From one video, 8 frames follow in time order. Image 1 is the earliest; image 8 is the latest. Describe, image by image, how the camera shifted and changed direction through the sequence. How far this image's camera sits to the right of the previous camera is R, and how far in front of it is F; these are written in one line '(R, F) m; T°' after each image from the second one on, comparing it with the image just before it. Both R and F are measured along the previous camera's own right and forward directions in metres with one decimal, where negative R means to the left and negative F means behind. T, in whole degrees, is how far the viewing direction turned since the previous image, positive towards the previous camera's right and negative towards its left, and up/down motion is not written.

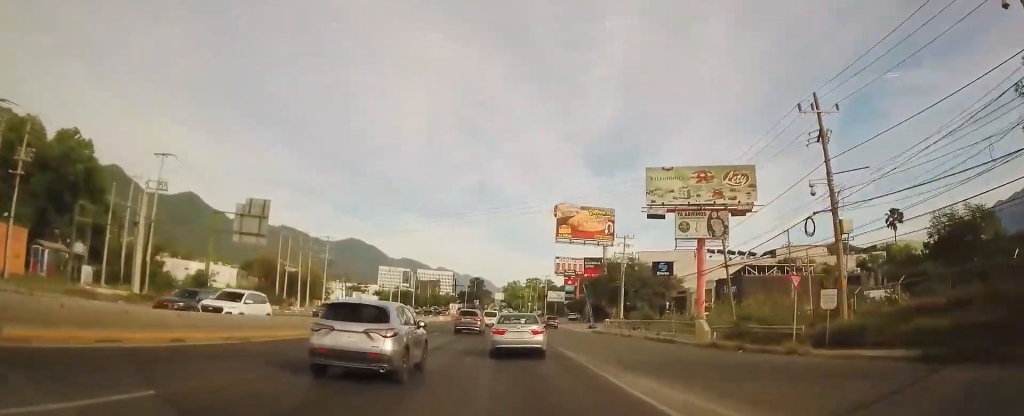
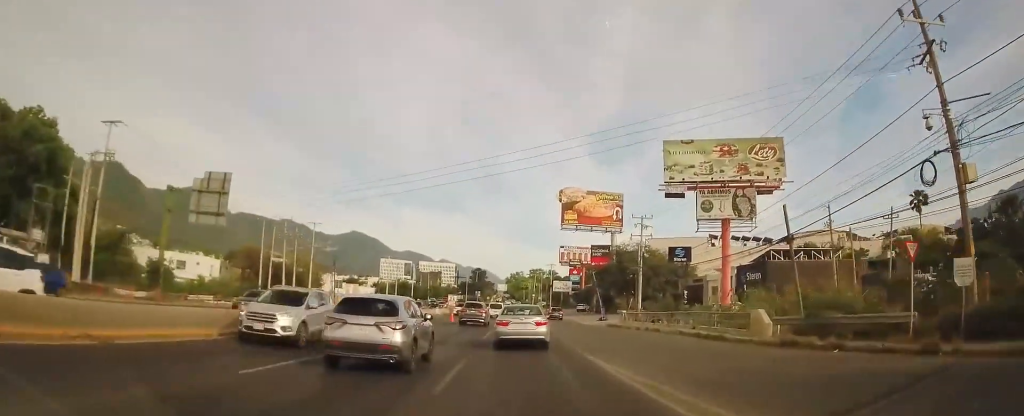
(+0.1, +7.1) m; 0°
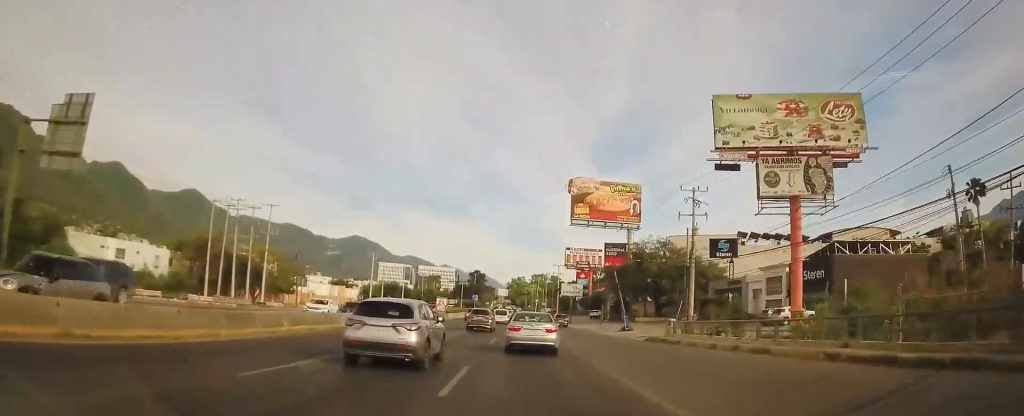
(0.0, +15.2) m; -1°
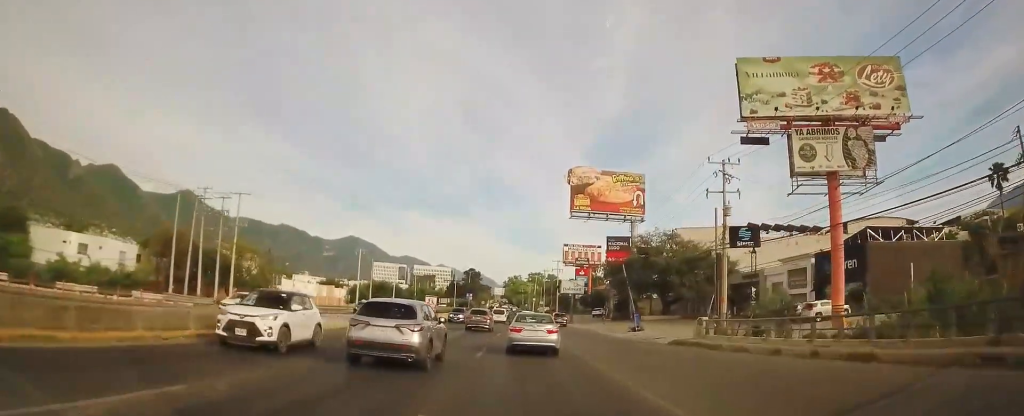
(-0.1, +6.7) m; -1°
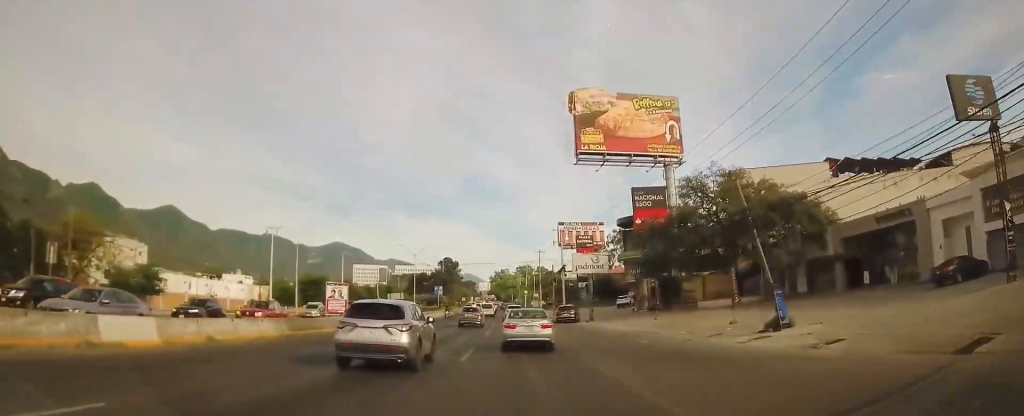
(+0.9, +32.8) m; +2°
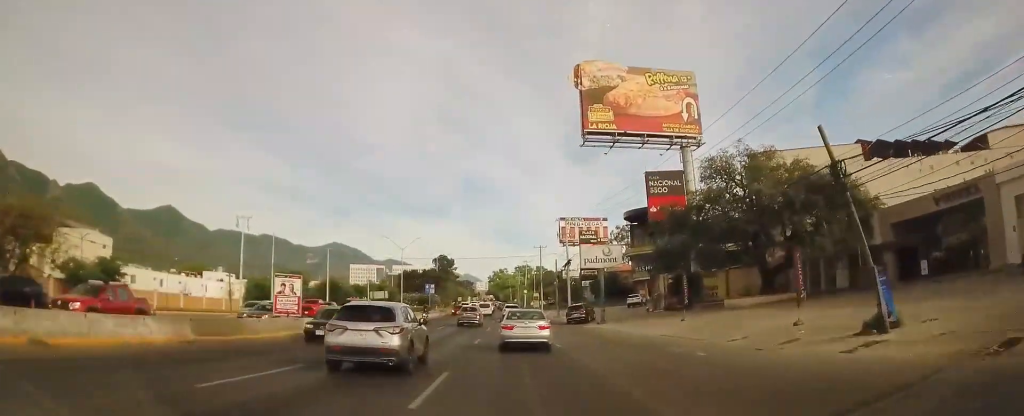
(-0.2, +7.8) m; 0°
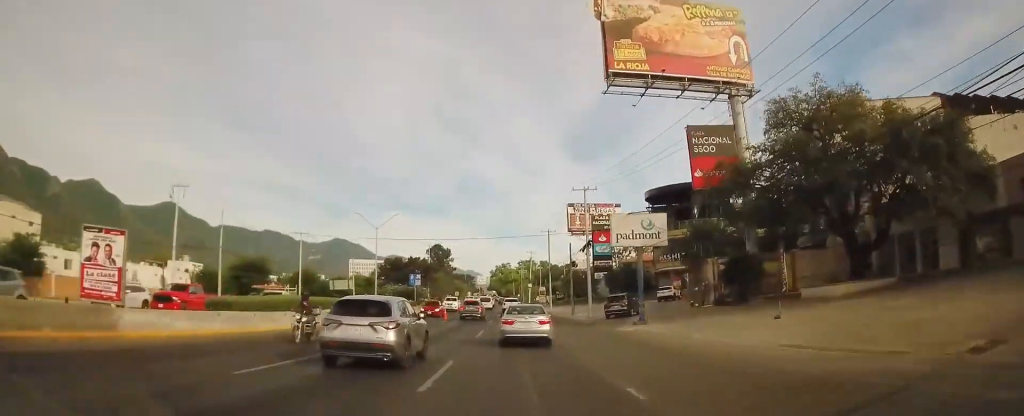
(0.0, +13.9) m; 0°
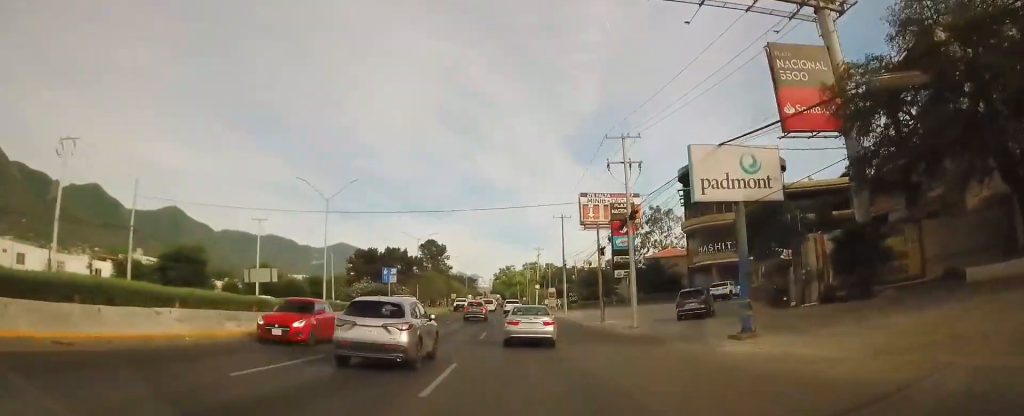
(0.0, +15.5) m; +1°
